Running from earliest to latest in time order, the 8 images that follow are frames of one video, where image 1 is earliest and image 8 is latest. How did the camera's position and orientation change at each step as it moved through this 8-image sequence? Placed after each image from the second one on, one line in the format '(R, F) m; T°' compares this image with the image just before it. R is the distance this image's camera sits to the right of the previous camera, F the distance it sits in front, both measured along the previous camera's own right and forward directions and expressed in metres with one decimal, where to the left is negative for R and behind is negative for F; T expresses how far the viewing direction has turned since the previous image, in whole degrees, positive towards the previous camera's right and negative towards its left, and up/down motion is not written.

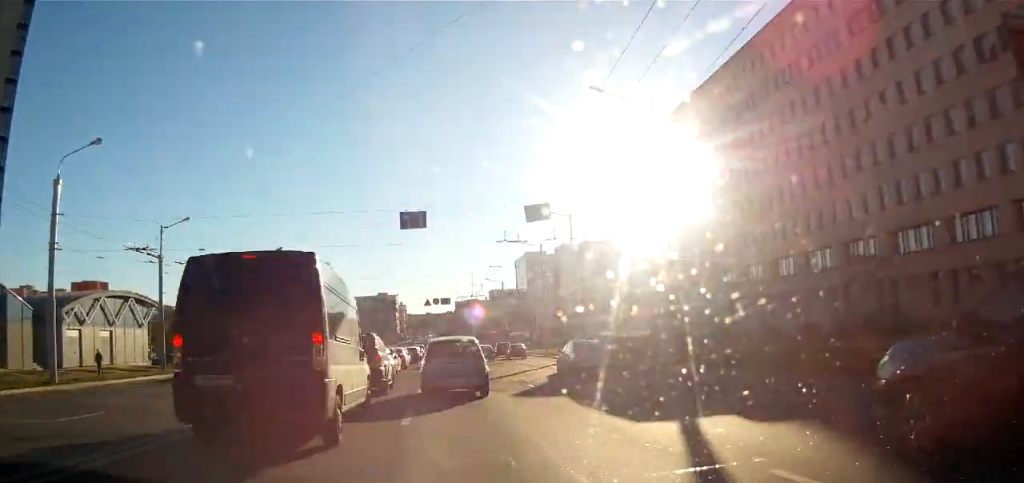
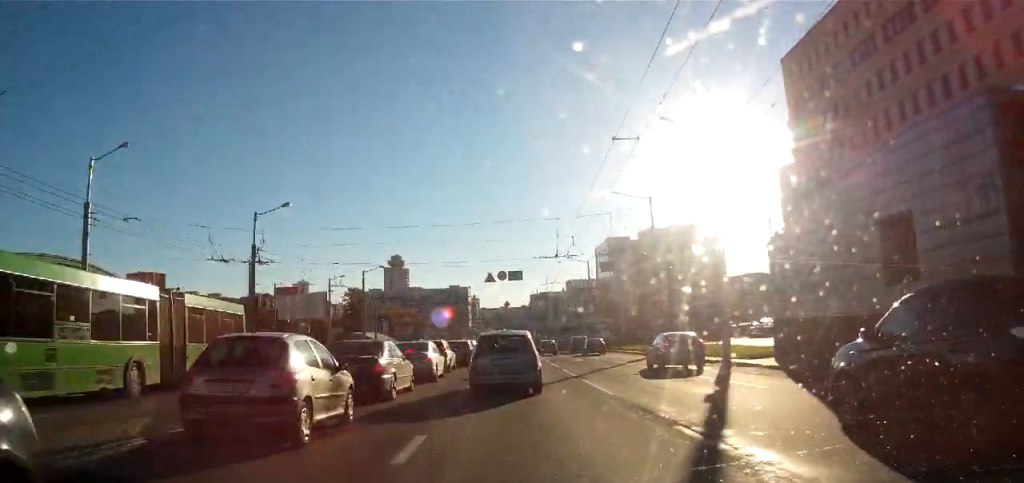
(-0.7, +19.6) m; +1°
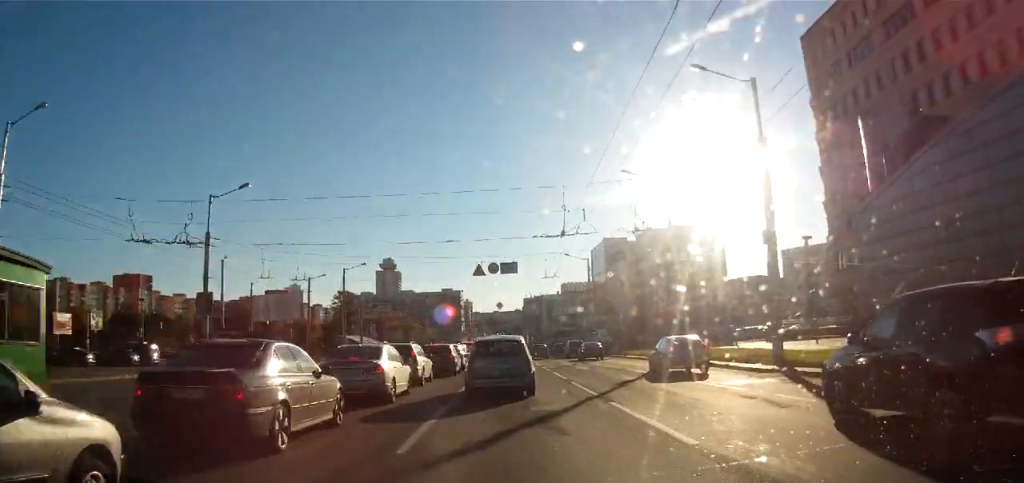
(+0.3, +7.1) m; +2°
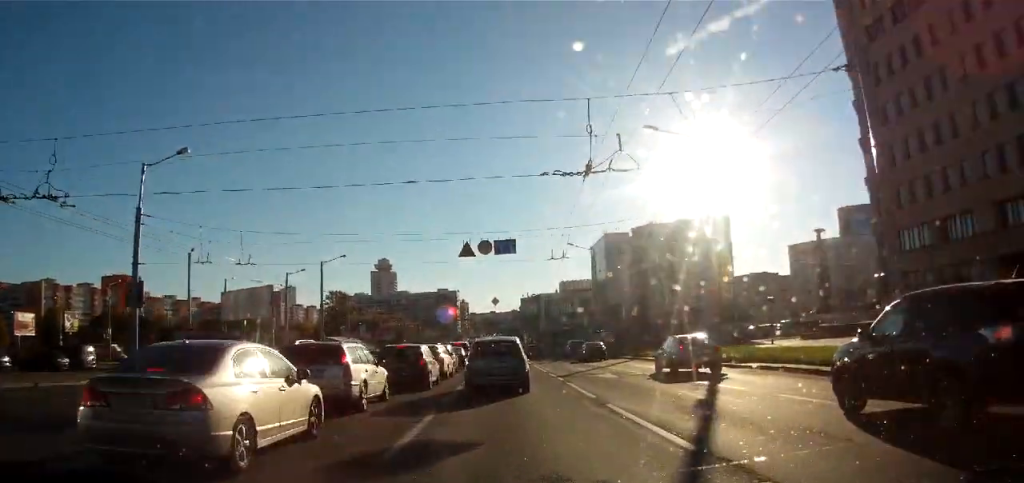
(+0.2, +8.4) m; +2°
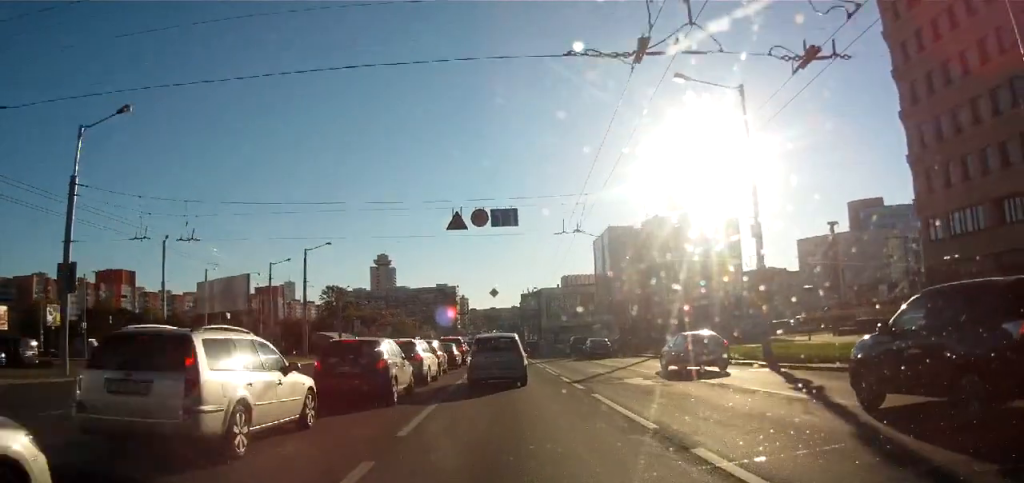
(-0.1, +6.3) m; +2°
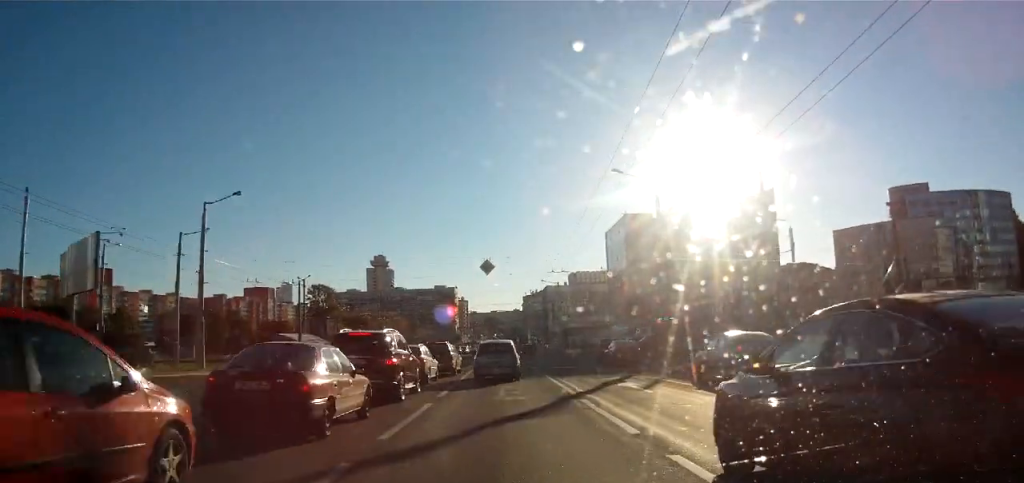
(-0.3, +24.7) m; -4°
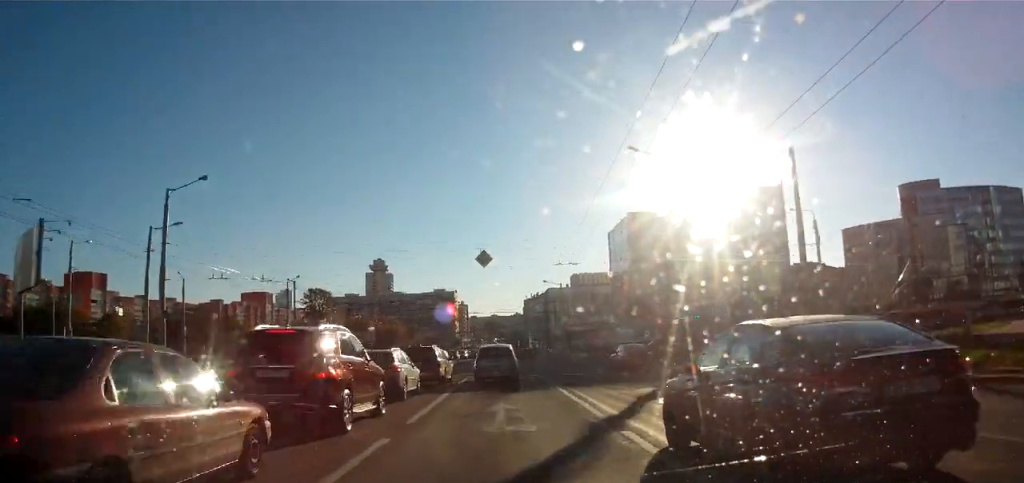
(-0.1, +5.7) m; 0°
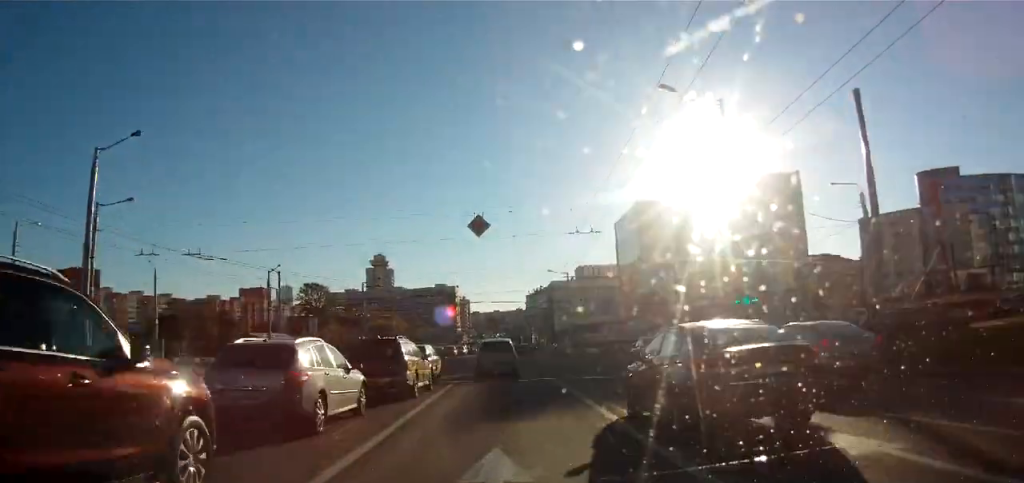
(0.0, +8.4) m; 0°
